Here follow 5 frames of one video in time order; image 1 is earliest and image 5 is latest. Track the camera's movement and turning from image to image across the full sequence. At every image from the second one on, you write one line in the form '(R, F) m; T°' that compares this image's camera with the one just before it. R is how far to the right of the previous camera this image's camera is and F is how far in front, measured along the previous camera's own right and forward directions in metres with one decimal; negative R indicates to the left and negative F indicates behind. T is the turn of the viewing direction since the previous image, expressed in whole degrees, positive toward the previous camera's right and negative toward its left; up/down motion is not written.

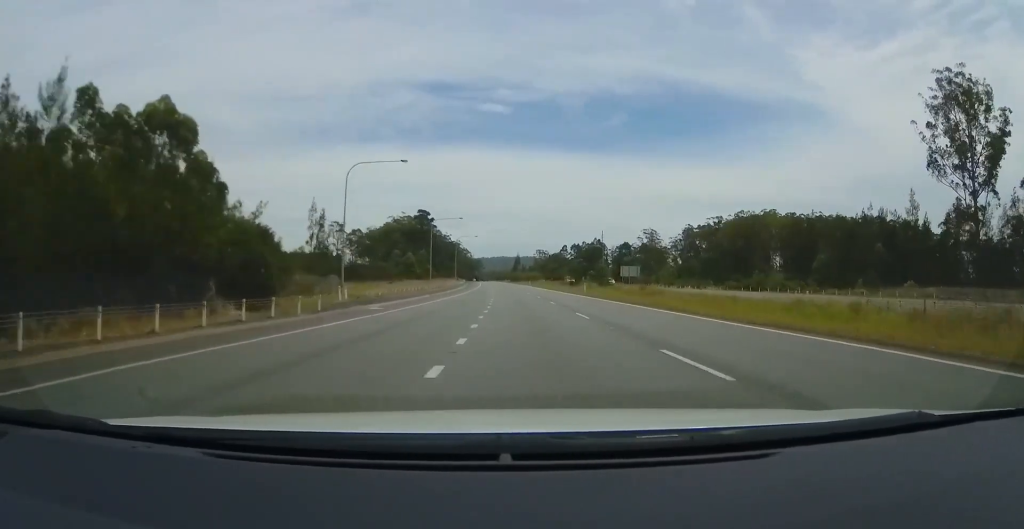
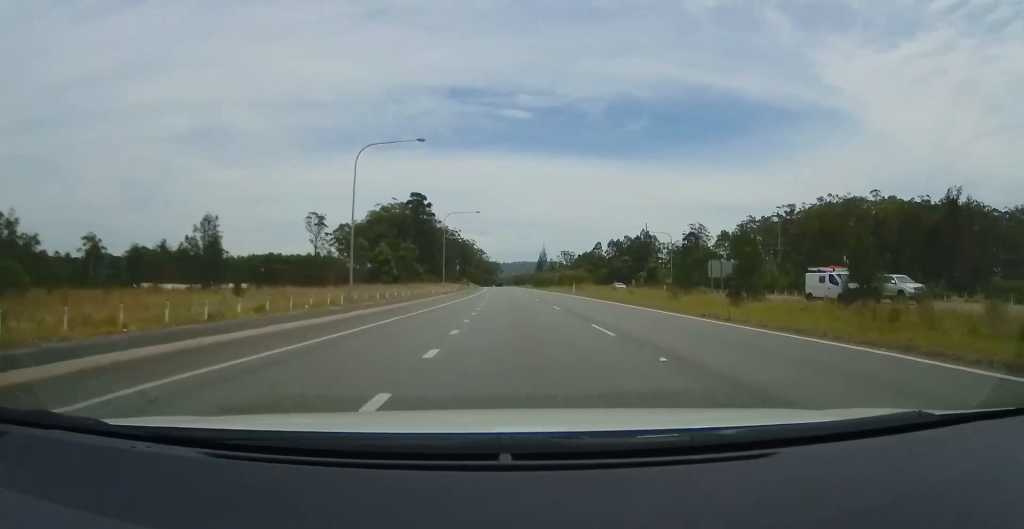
(-0.6, +55.4) m; -1°
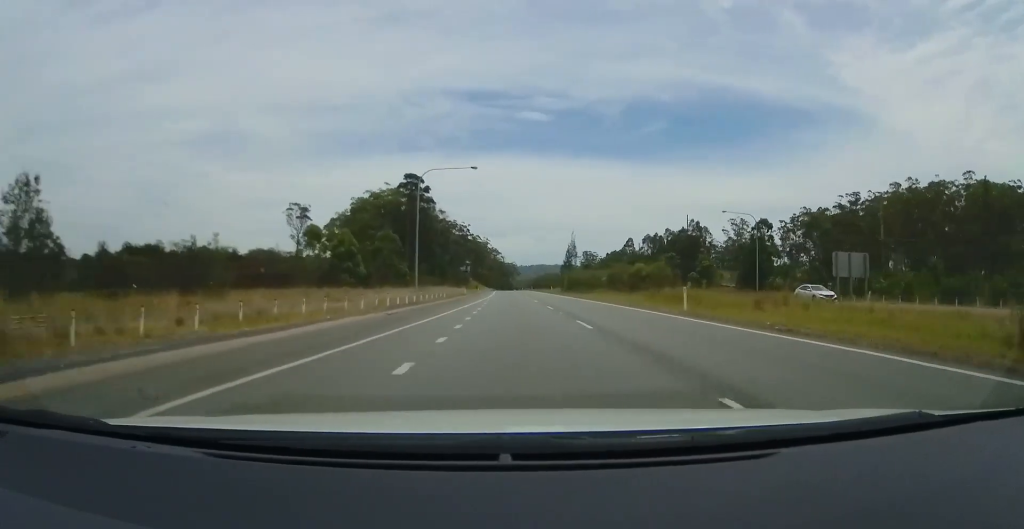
(-0.3, +34.0) m; -2°
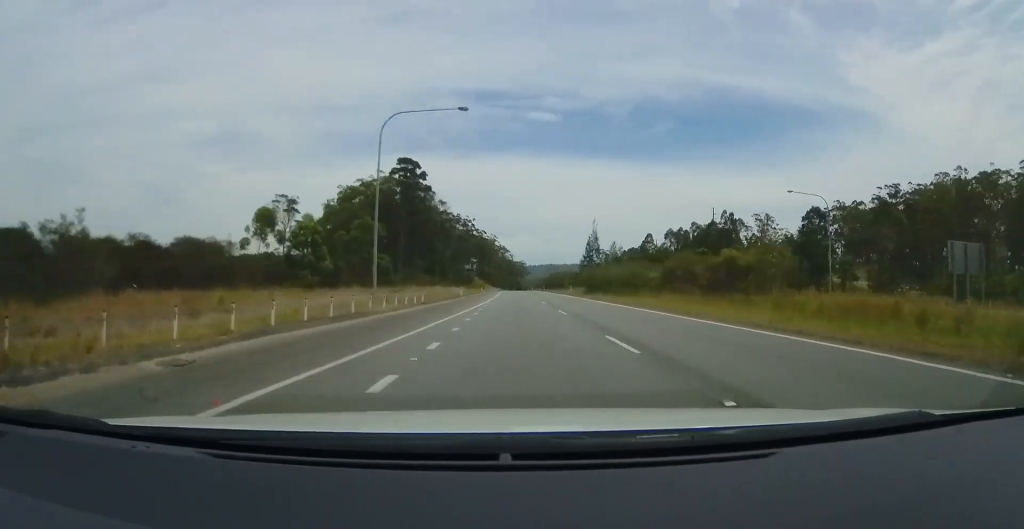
(-0.3, +17.6) m; -1°
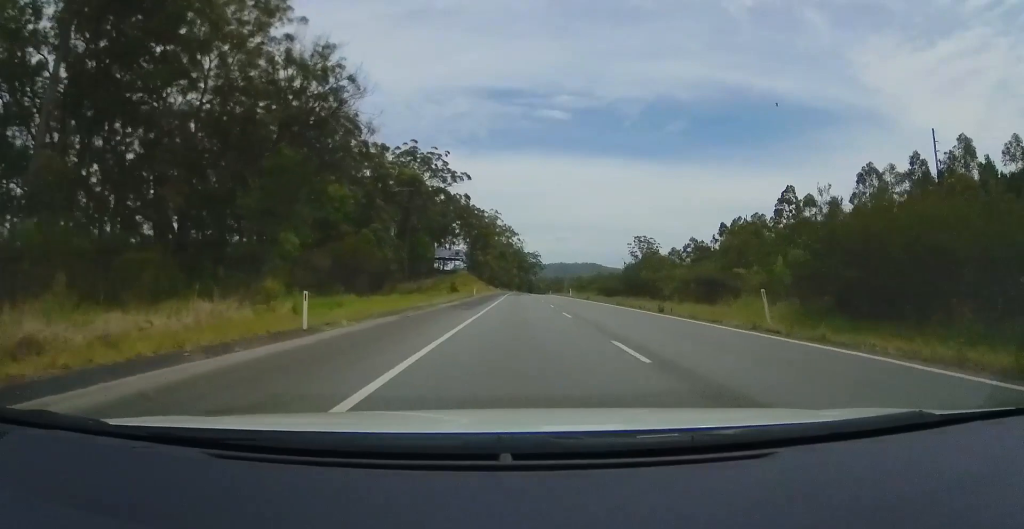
(-2.9, +98.7) m; -2°
